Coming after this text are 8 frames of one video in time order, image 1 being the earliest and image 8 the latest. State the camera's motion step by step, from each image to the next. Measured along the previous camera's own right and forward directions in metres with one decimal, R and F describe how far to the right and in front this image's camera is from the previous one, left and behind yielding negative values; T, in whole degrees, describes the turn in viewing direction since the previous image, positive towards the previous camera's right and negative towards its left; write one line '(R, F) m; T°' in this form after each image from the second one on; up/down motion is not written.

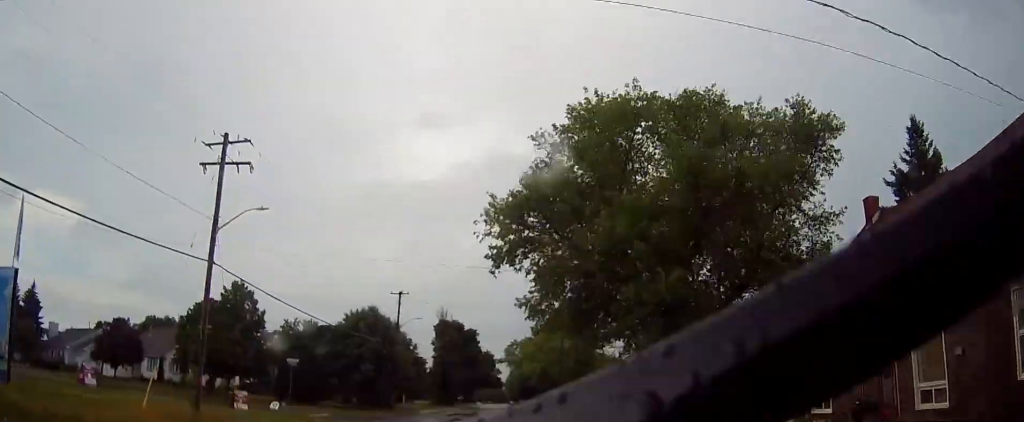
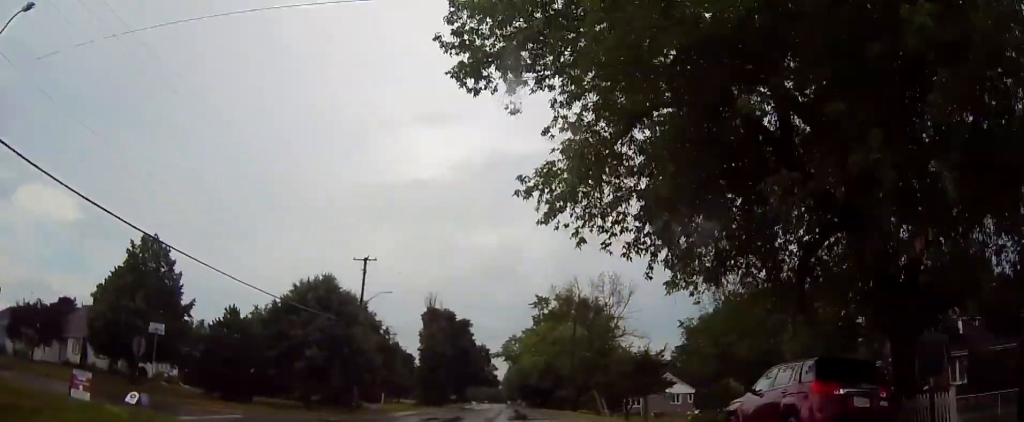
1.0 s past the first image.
(-0.2, +15.4) m; -1°
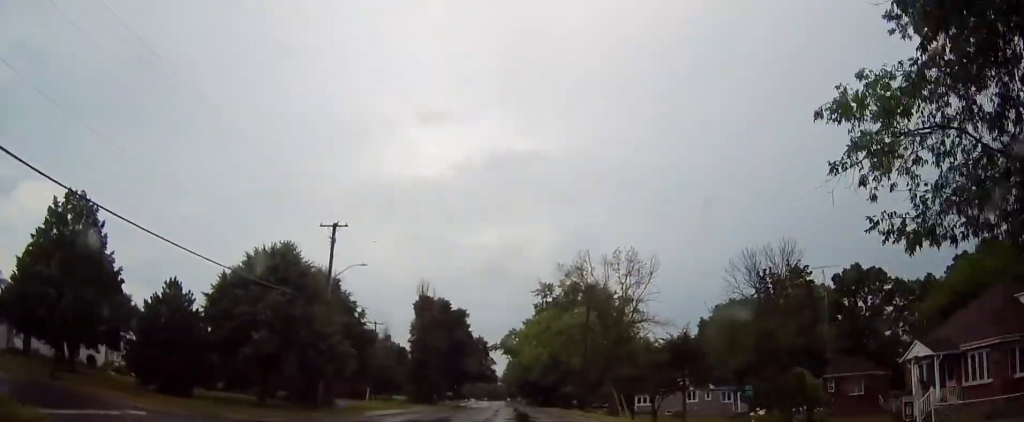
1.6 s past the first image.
(0.0, +9.2) m; 0°
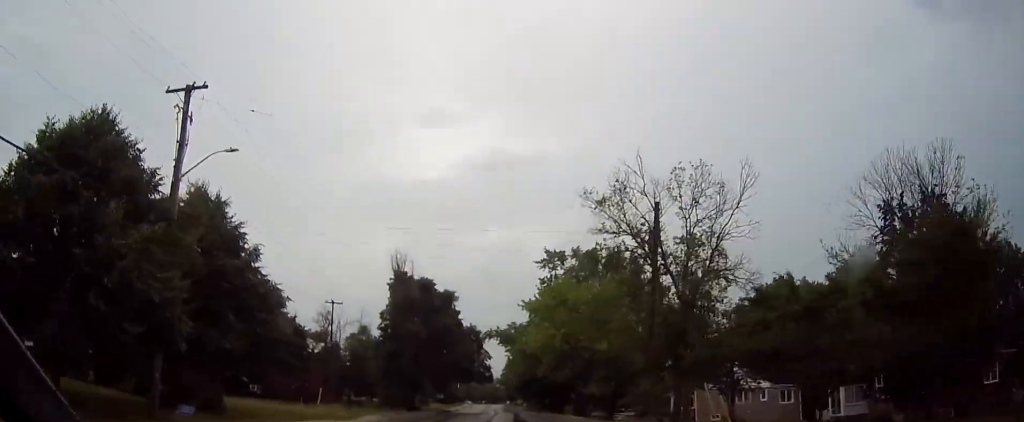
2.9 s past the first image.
(0.0, +20.3) m; 0°
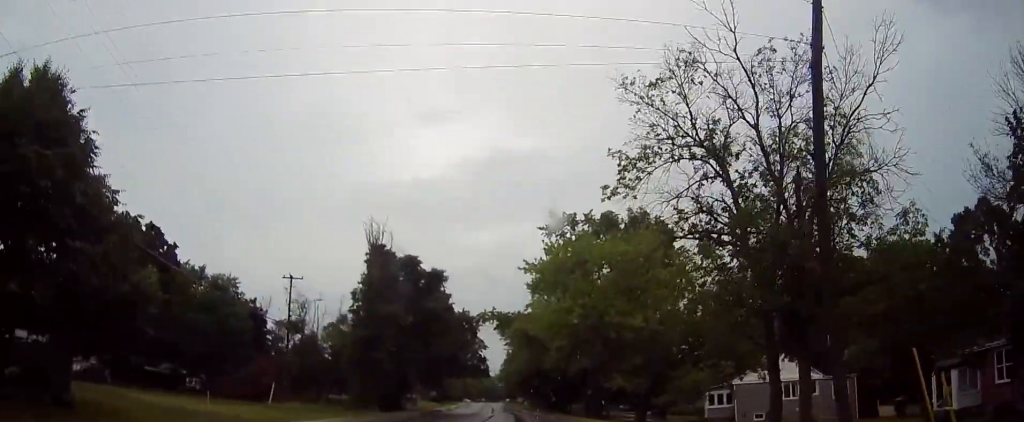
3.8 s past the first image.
(0.0, +12.5) m; +1°
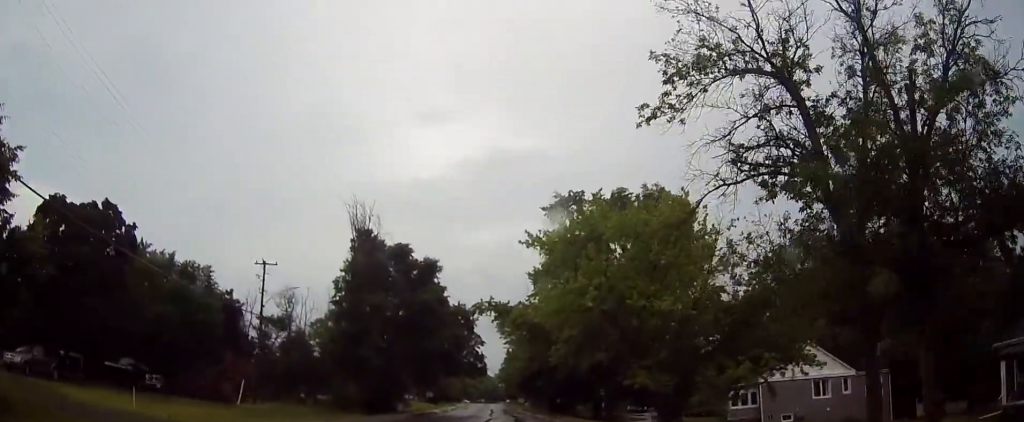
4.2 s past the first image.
(-0.1, +6.0) m; +1°
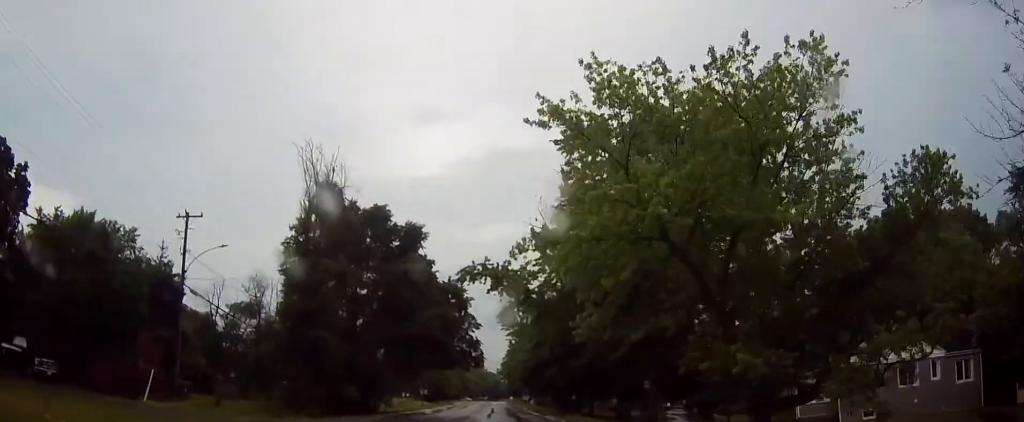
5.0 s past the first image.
(+0.3, +12.3) m; 0°
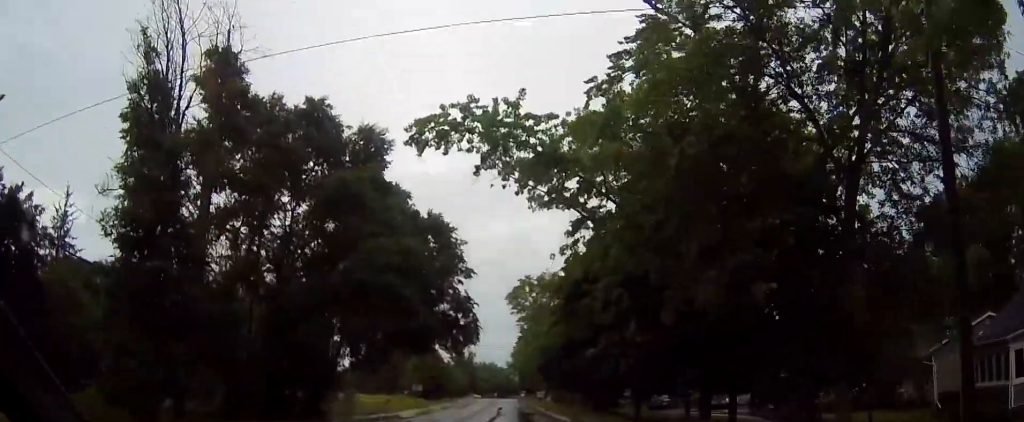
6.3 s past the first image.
(-0.3, +19.0) m; -1°
